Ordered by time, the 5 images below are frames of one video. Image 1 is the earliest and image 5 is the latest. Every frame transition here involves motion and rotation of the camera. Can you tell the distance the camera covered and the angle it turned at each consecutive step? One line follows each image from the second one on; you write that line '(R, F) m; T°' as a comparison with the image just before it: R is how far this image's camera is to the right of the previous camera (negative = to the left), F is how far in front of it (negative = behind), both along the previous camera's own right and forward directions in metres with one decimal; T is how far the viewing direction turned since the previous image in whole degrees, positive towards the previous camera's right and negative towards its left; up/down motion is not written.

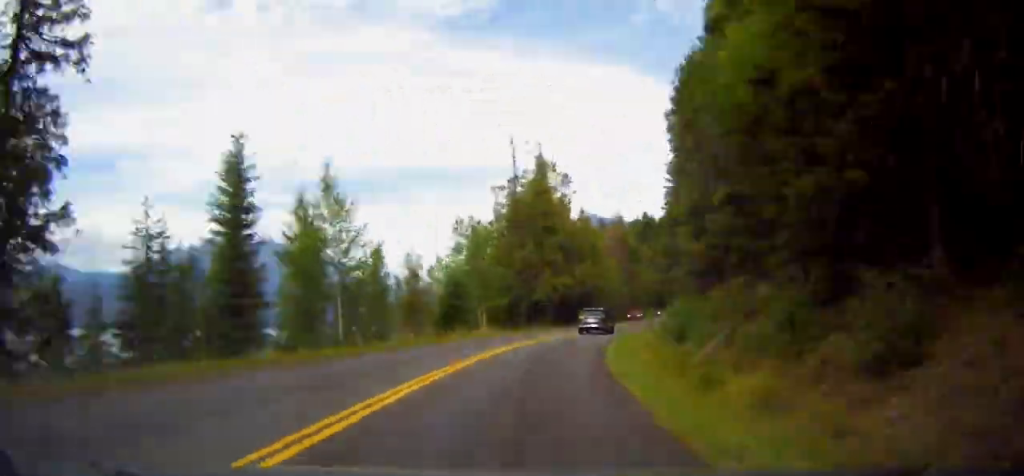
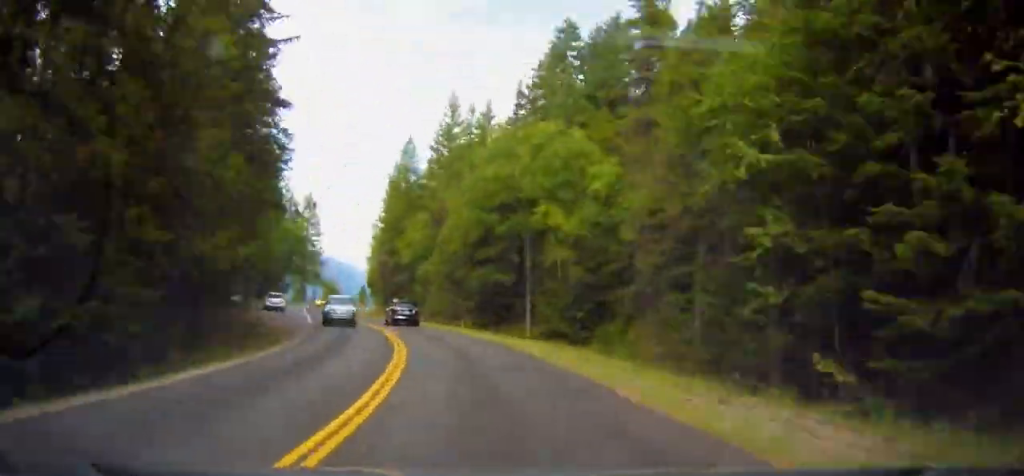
(+4.7, +155.4) m; -3°
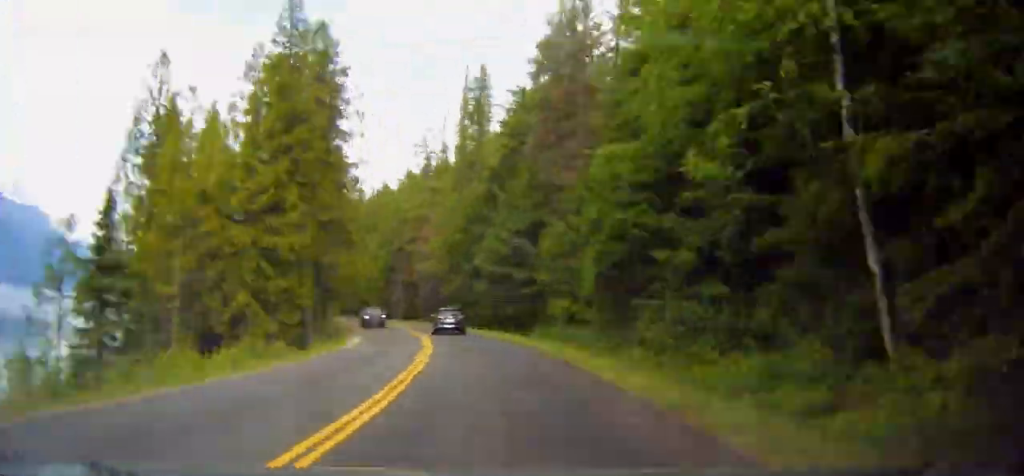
(+103.2, +384.9) m; +18°
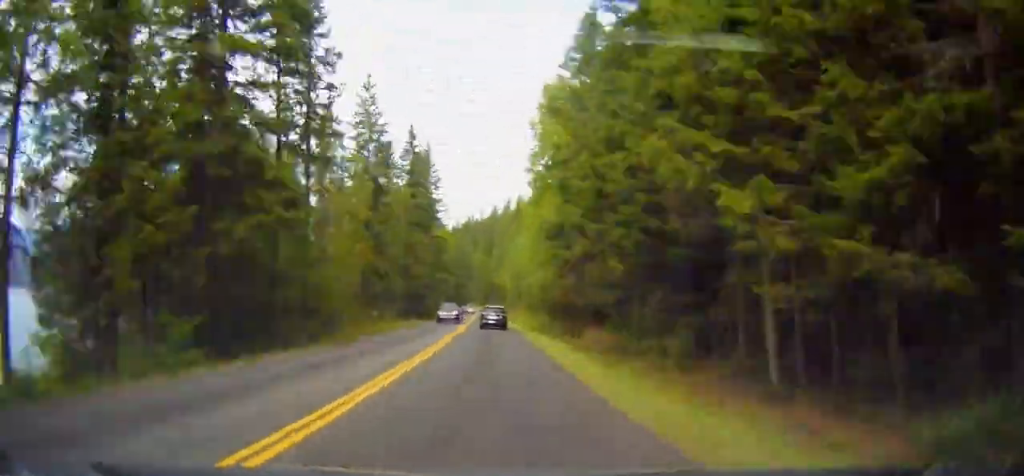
(-8.9, +95.4) m; -10°
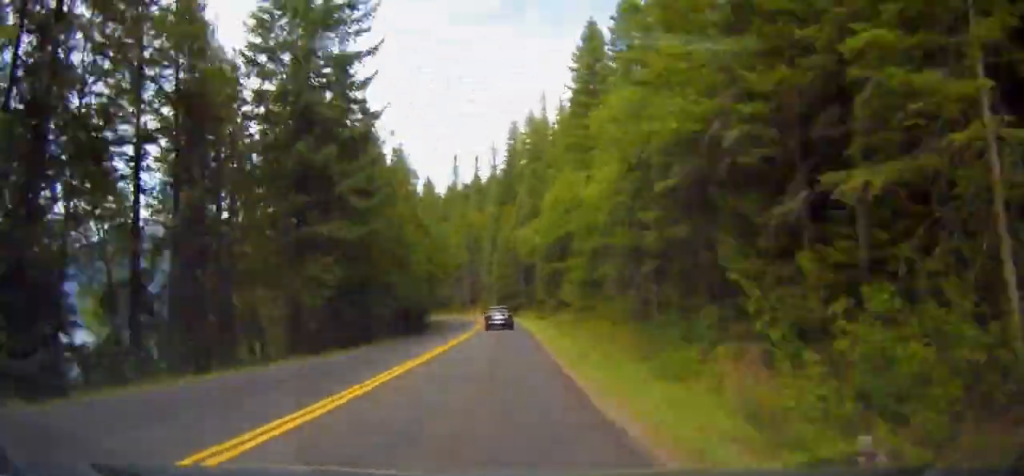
(-9.2, +108.9) m; -10°
